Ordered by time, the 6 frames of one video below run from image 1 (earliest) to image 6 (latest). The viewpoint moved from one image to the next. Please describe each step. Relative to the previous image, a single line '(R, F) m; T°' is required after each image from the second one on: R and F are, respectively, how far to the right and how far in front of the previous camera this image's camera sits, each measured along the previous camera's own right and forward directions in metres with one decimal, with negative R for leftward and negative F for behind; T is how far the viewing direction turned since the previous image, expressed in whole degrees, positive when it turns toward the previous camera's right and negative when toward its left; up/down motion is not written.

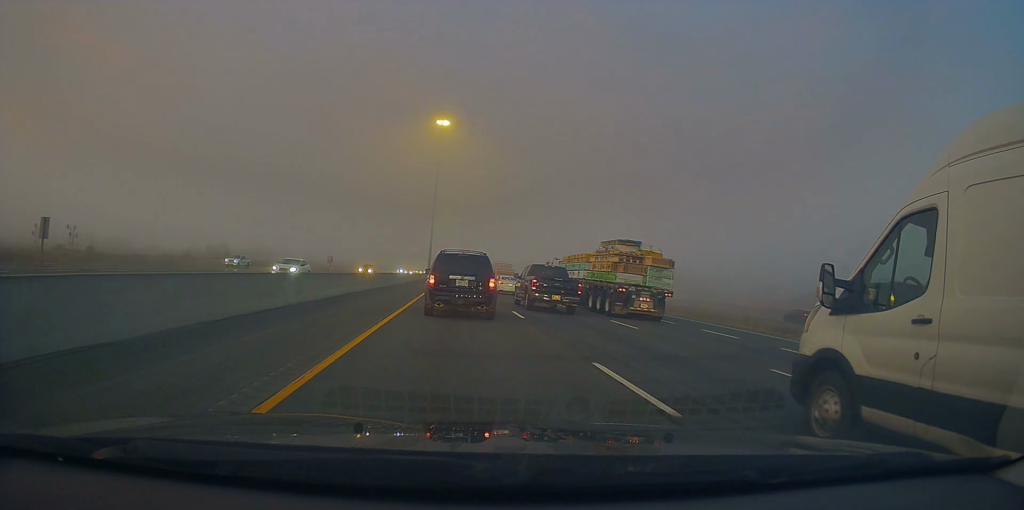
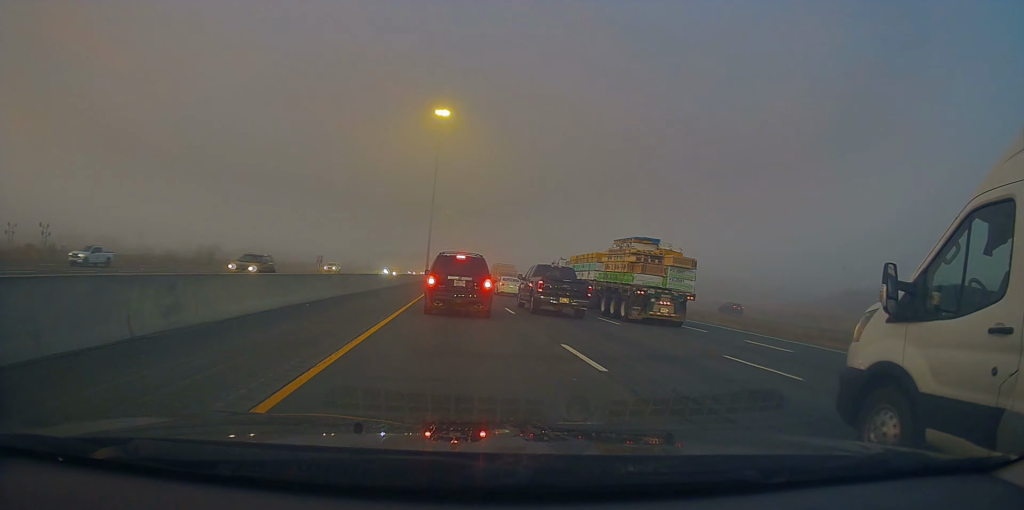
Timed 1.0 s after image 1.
(+0.2, +9.6) m; +2°
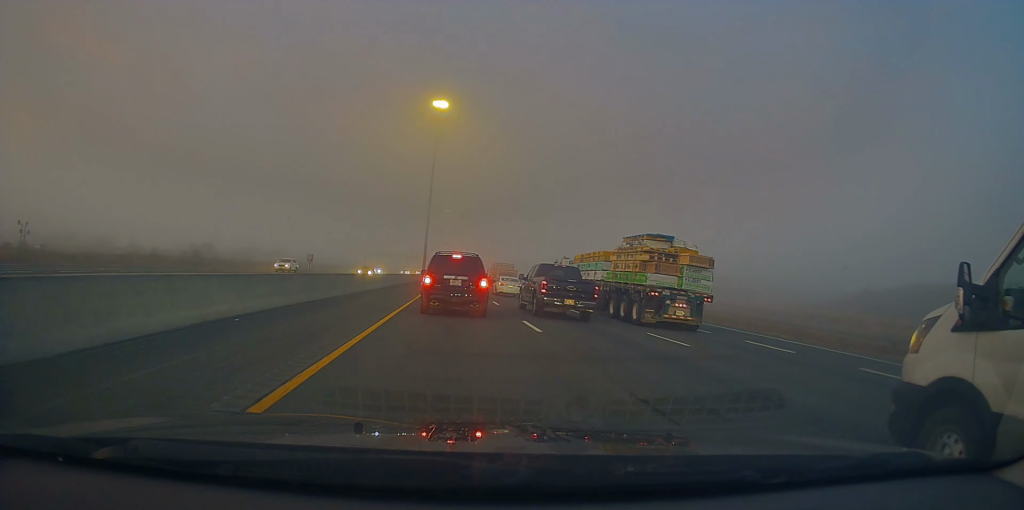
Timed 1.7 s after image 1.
(+0.3, +6.2) m; 0°
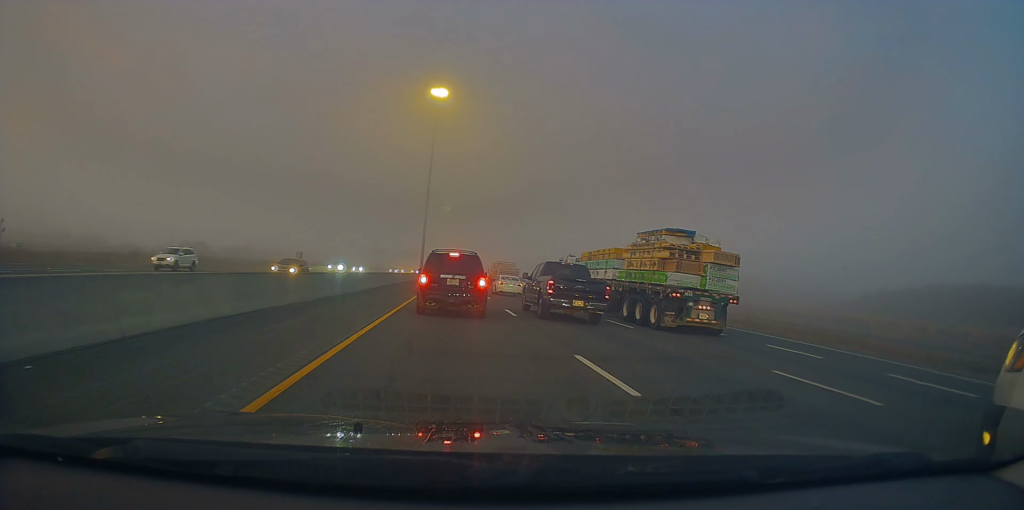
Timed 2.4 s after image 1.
(-0.4, +7.4) m; -3°
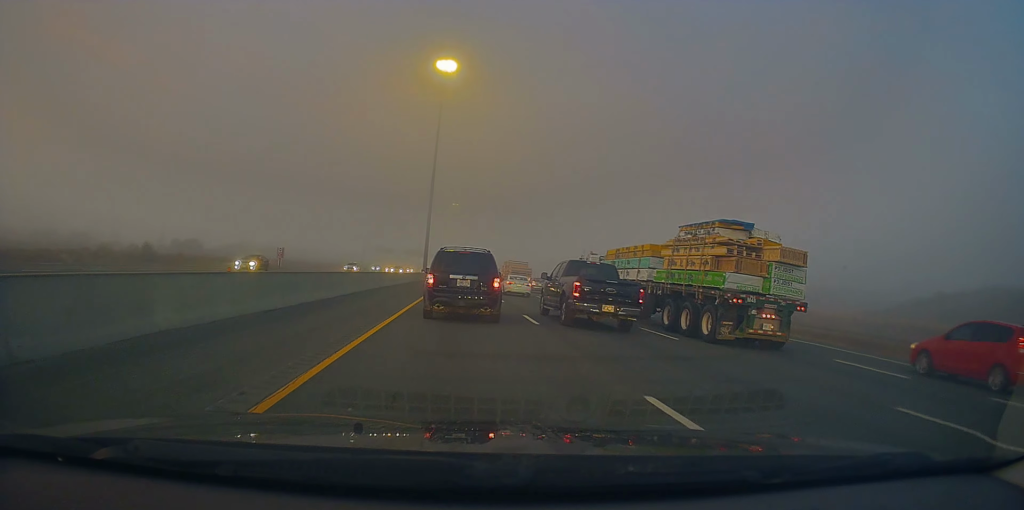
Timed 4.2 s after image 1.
(+0.5, +15.5) m; +1°
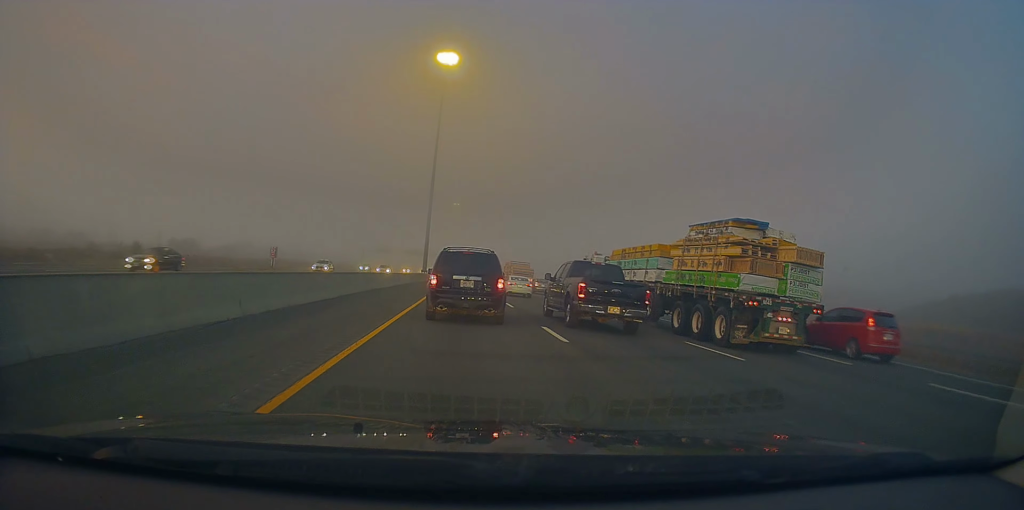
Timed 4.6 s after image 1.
(+0.2, +4.0) m; -1°
